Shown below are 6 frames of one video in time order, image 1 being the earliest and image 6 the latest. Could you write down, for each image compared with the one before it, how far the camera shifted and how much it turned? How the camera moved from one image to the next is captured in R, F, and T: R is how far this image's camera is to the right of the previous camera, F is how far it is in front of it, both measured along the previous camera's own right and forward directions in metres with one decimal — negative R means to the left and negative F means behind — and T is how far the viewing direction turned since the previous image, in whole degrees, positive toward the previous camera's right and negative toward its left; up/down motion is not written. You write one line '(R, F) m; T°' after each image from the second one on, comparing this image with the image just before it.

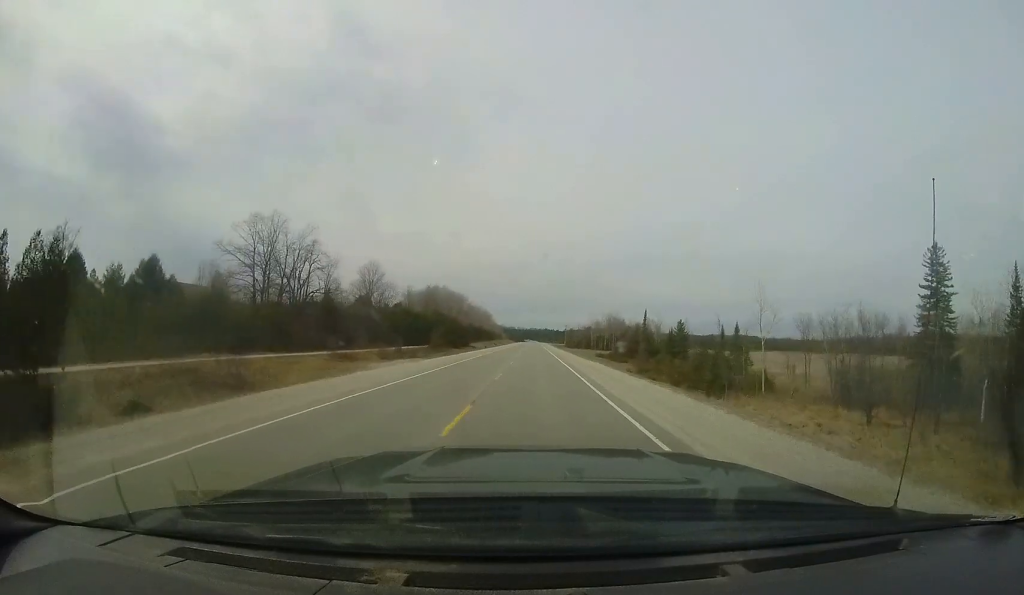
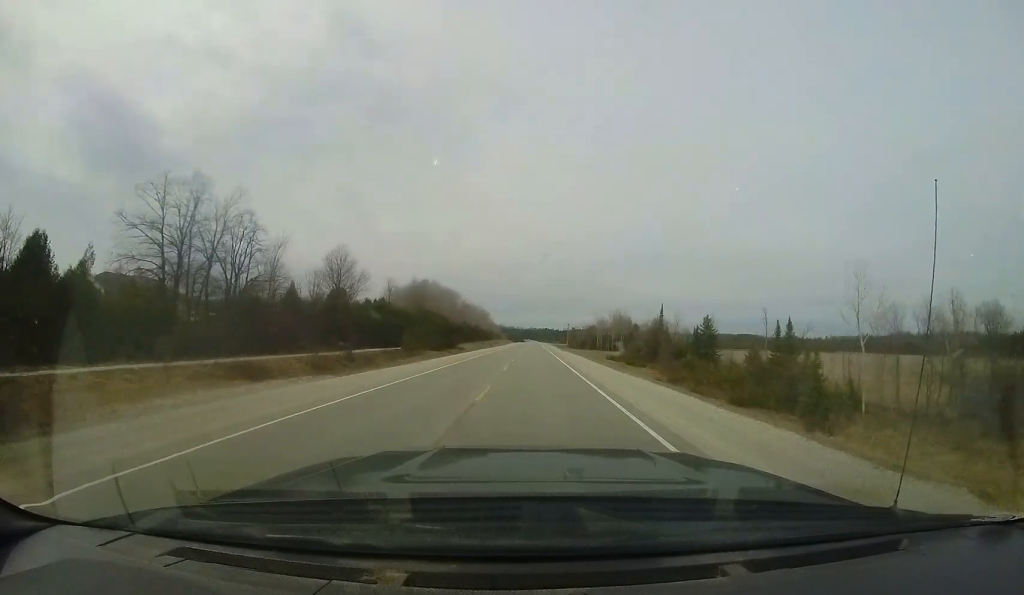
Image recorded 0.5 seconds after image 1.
(+0.1, +14.9) m; 0°
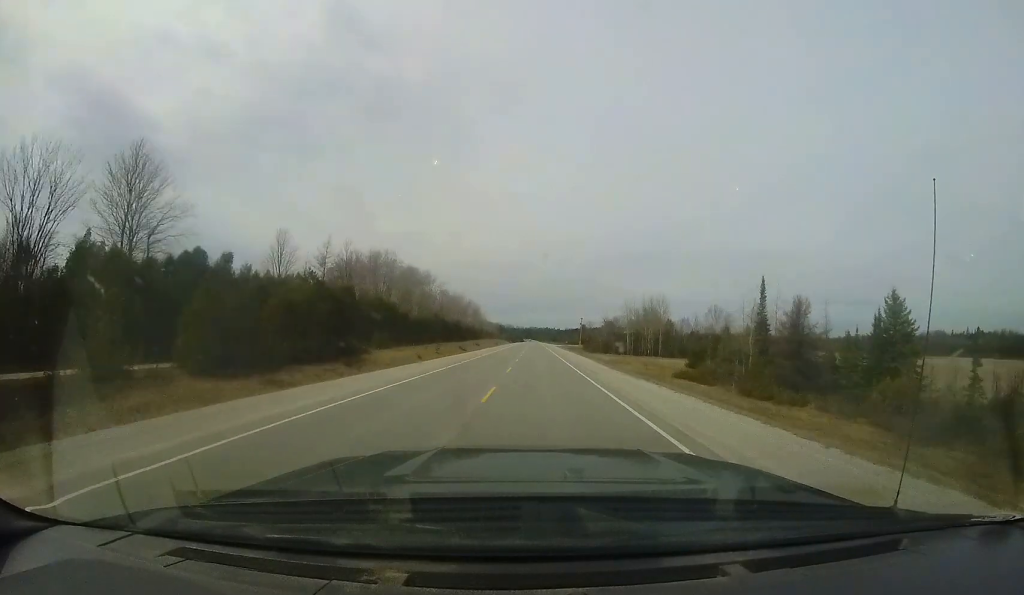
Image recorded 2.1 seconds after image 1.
(0.0, +44.7) m; 0°
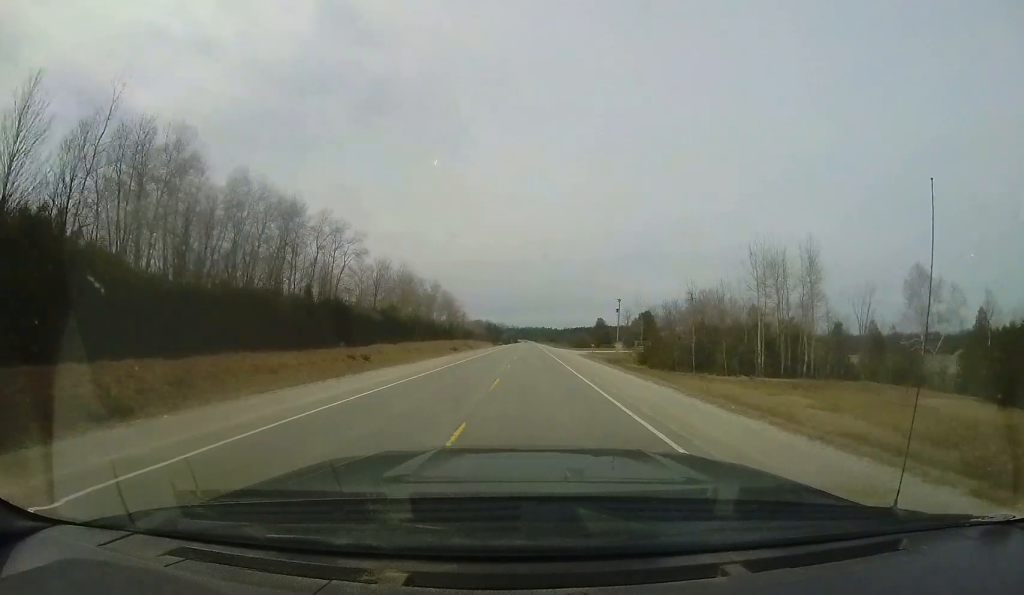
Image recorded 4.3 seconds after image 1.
(-0.2, +59.3) m; 0°
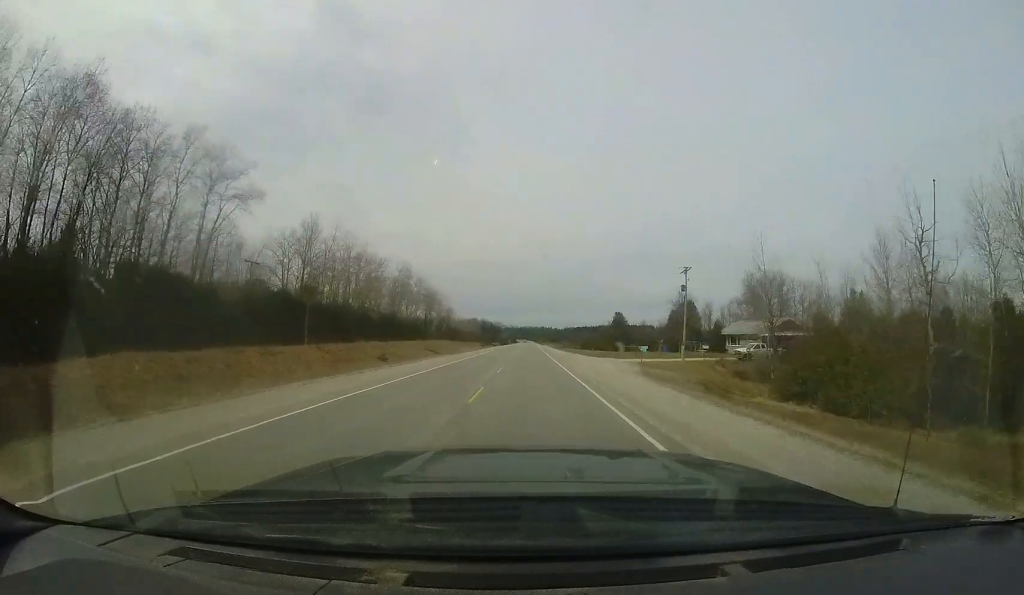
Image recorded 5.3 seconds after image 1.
(+0.2, +29.8) m; -1°
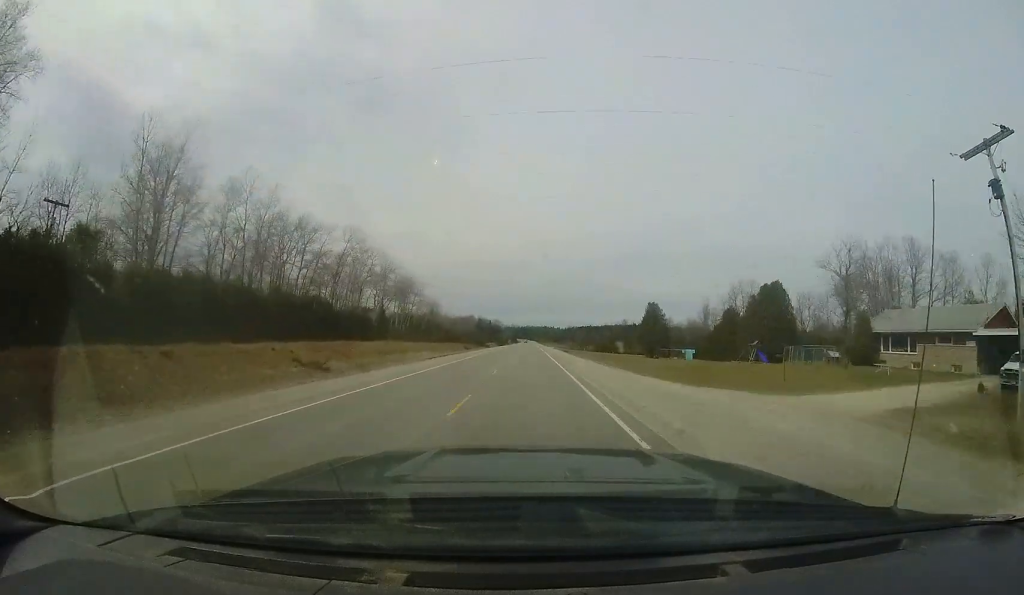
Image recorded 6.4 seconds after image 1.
(-0.8, +28.7) m; +1°
